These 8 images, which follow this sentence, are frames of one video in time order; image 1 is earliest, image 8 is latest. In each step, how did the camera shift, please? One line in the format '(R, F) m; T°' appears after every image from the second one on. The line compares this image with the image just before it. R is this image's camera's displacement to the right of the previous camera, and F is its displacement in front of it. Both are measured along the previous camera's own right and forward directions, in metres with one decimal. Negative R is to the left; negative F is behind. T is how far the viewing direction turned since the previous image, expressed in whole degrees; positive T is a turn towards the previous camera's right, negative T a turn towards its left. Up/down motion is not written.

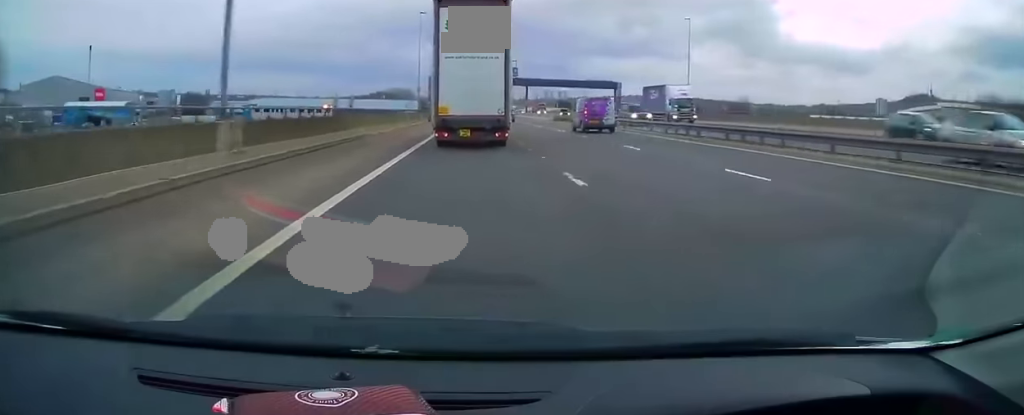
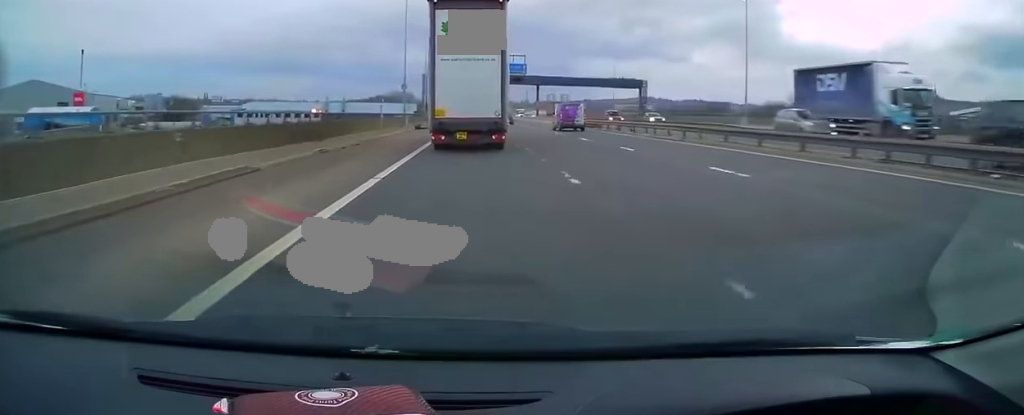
(-0.2, +17.2) m; 0°
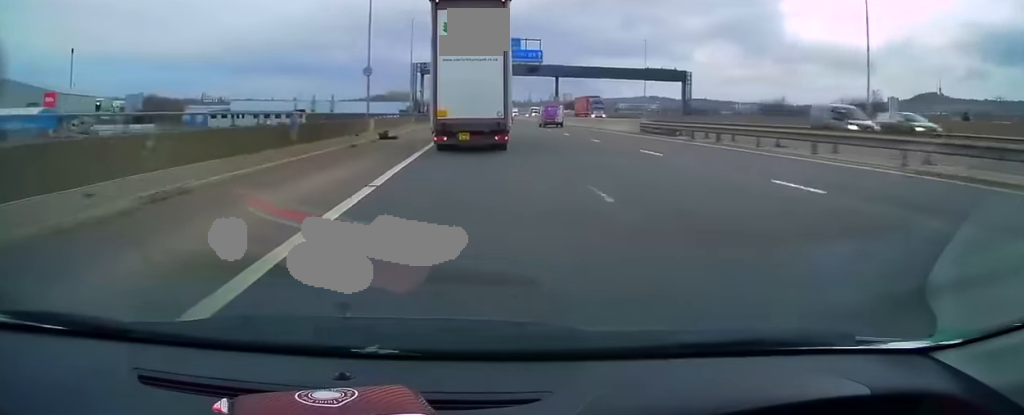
(+0.1, +21.1) m; 0°
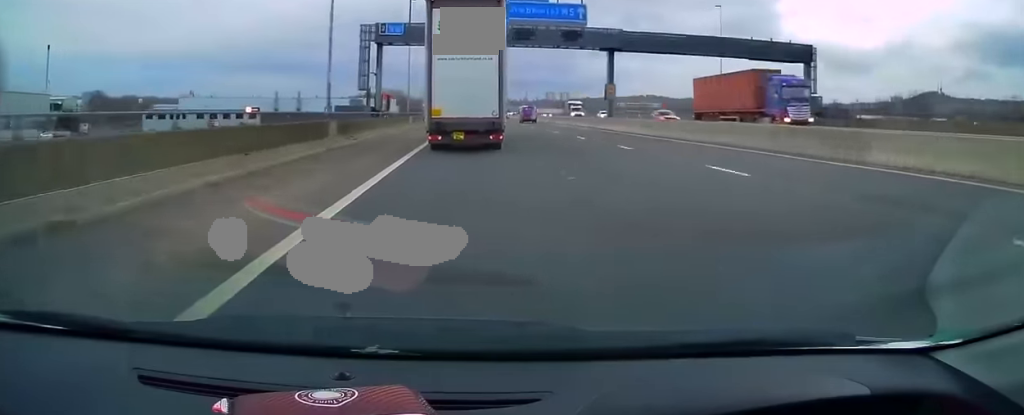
(-0.1, +33.7) m; 0°
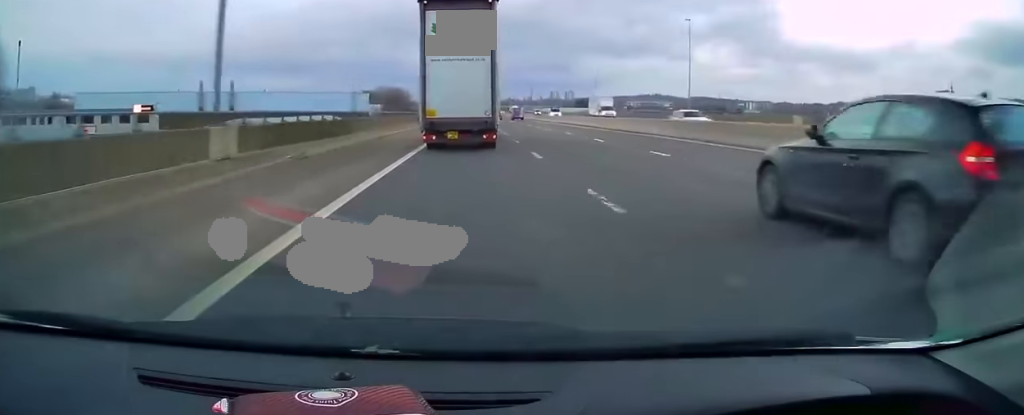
(-0.1, +49.4) m; 0°
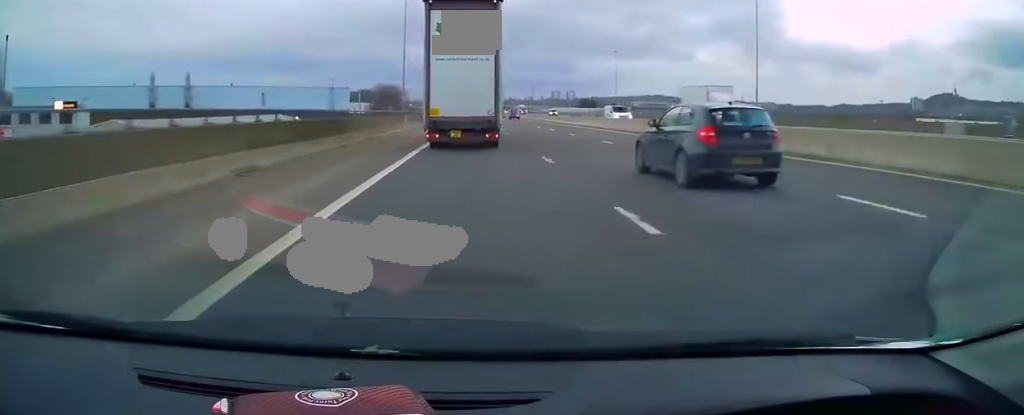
(0.0, +19.7) m; +1°
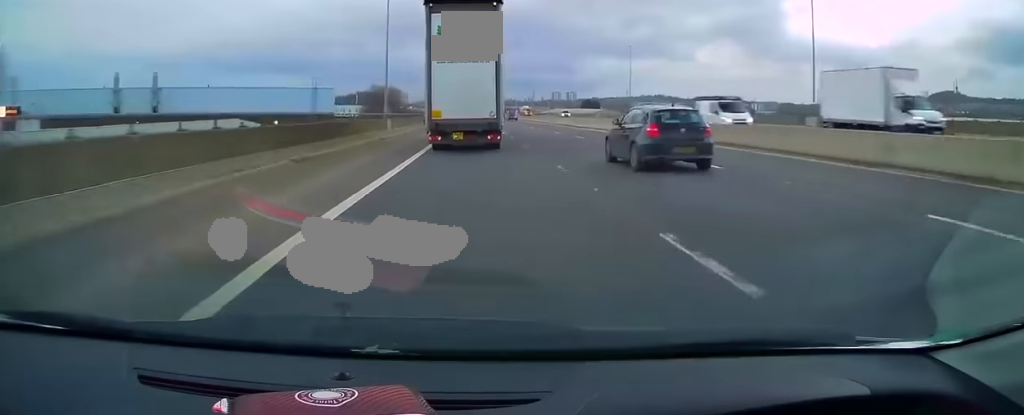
(+0.1, +11.1) m; 0°
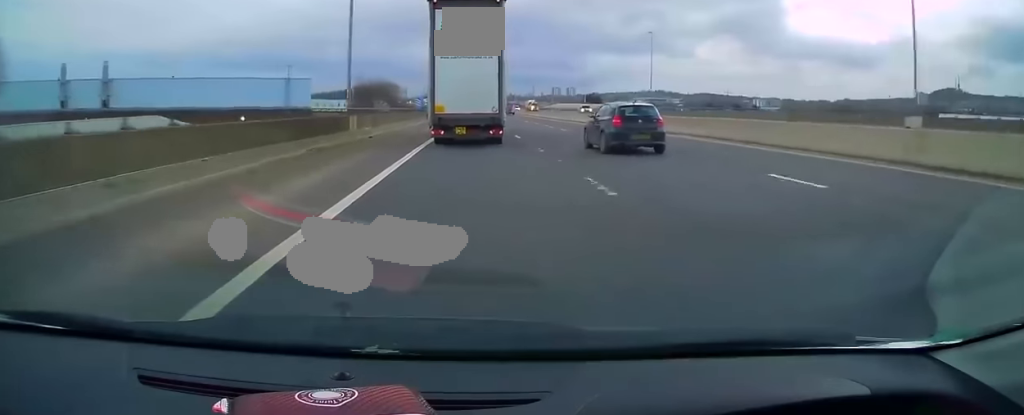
(+0.1, +13.5) m; 0°
